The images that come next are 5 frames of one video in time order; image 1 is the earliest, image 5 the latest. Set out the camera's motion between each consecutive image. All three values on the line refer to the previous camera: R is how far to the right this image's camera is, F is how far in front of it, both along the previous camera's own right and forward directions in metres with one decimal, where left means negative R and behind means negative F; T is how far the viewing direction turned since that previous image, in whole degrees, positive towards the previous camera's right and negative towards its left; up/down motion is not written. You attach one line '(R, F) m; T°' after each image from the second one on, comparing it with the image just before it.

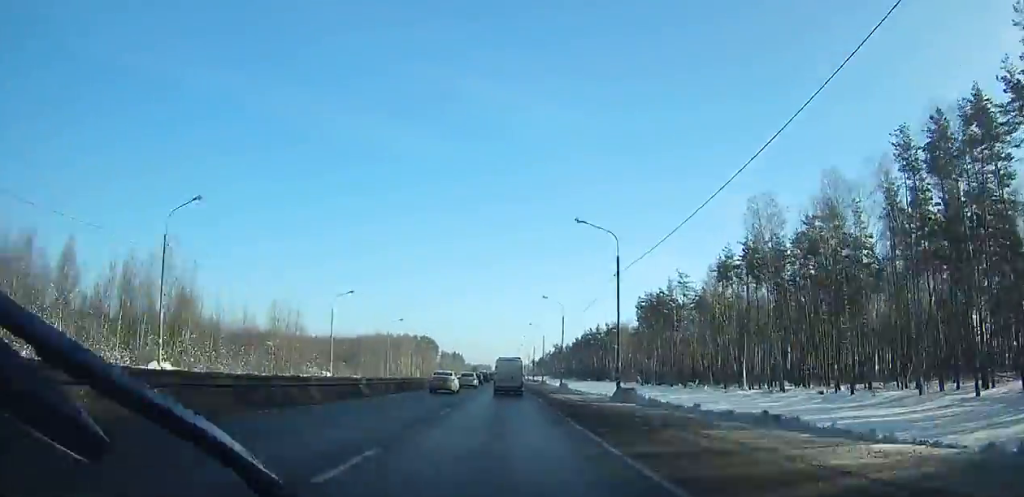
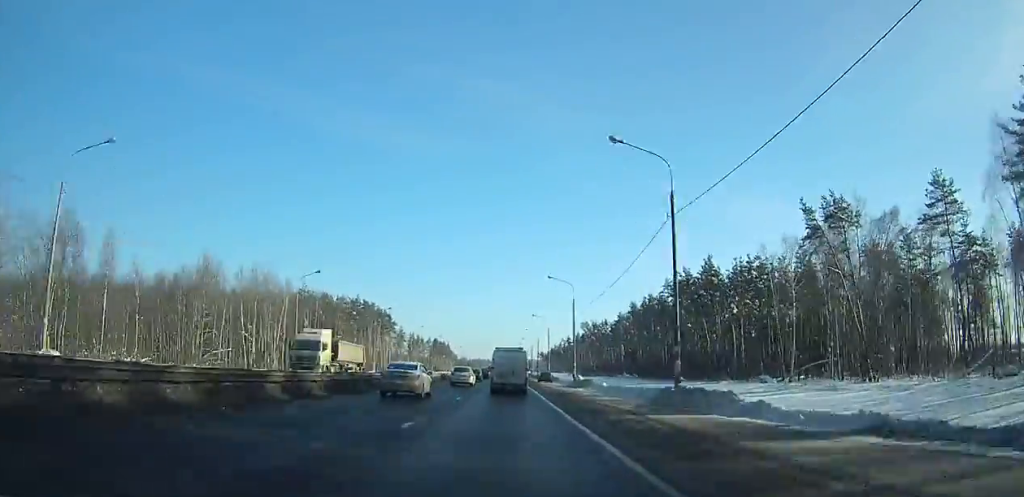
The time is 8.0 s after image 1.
(+0.2, +135.5) m; 0°
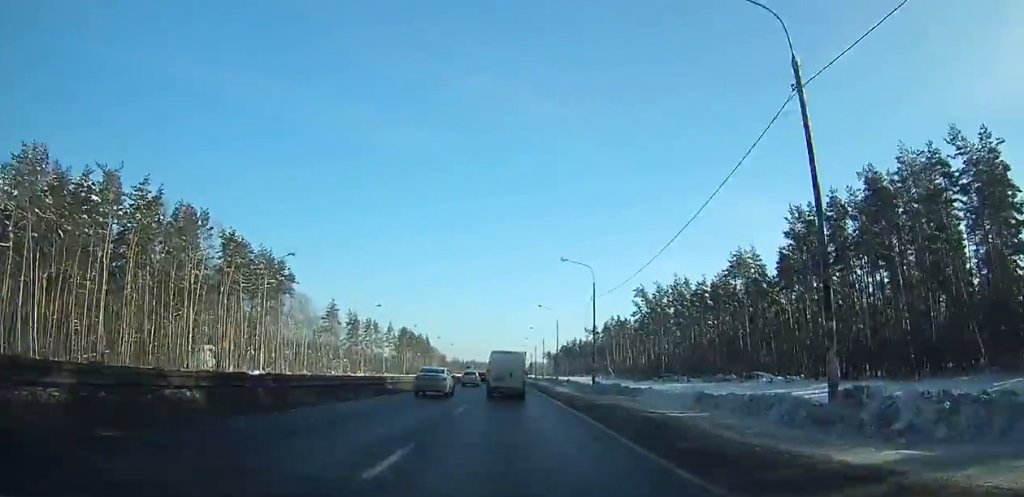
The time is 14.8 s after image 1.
(-0.3, +110.2) m; 0°
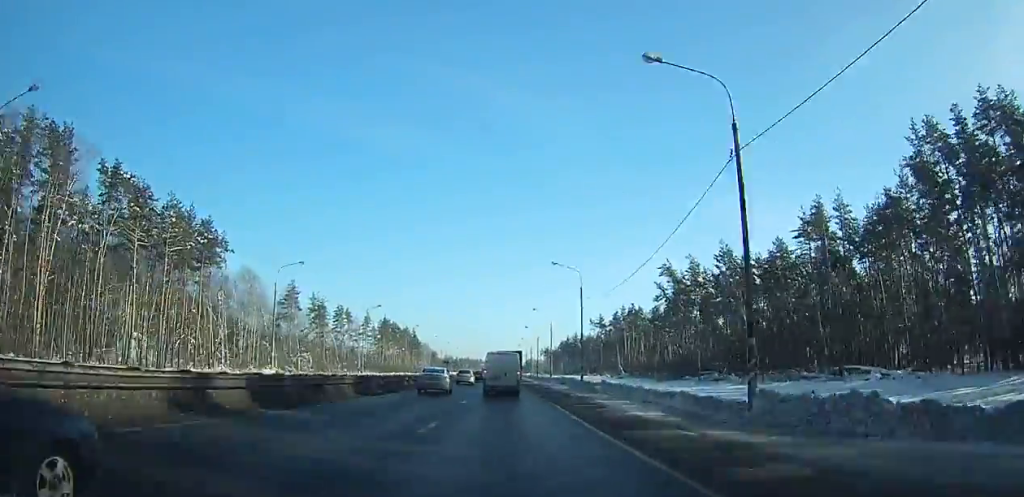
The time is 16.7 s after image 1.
(-0.1, +30.1) m; 0°
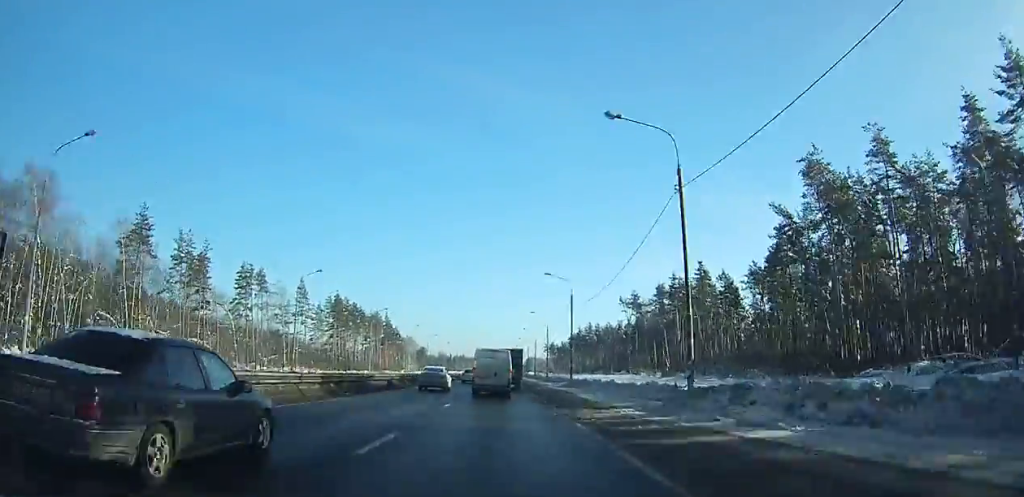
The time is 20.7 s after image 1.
(-0.1, +61.8) m; 0°
